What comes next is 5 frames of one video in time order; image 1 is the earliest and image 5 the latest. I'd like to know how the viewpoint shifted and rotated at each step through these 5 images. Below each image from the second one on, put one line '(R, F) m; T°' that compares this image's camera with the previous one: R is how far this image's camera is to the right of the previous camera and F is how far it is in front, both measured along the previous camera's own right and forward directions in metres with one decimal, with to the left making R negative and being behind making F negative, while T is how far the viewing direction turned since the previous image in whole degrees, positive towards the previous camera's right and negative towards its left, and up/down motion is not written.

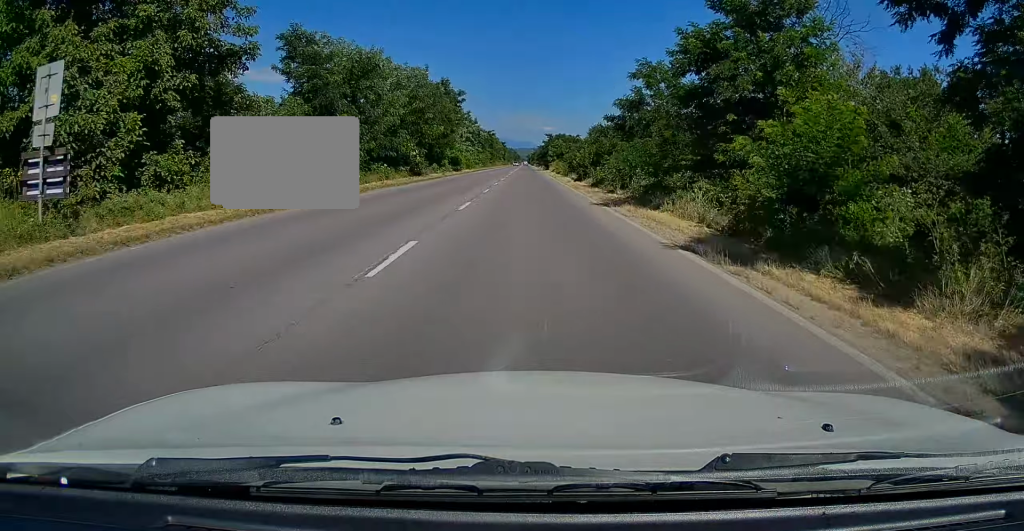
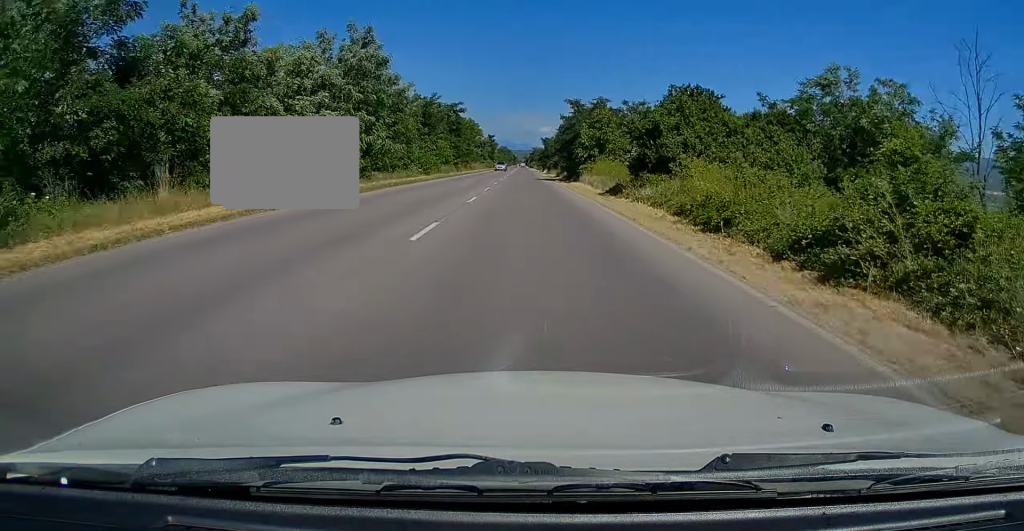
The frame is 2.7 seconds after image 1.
(0.0, +66.2) m; +1°
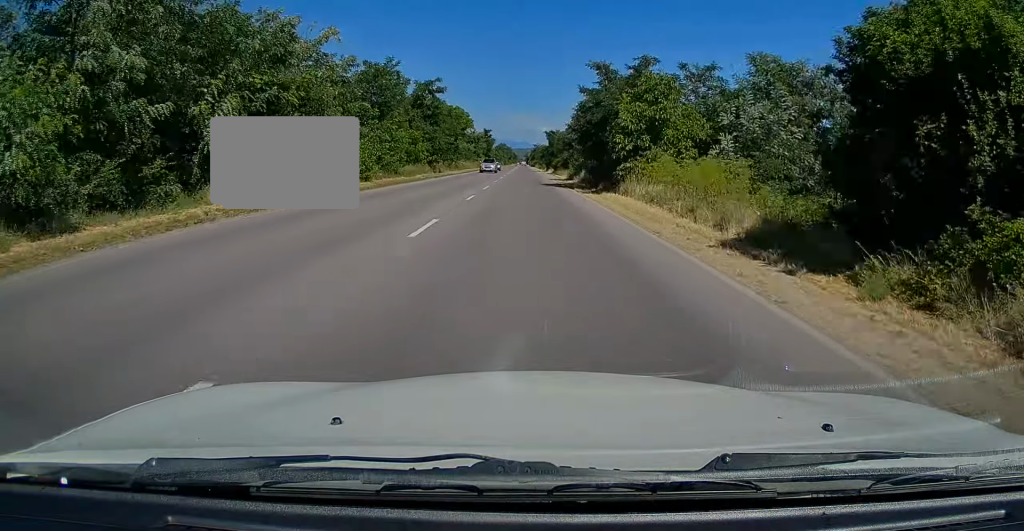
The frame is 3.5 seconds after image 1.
(+0.3, +19.4) m; 0°
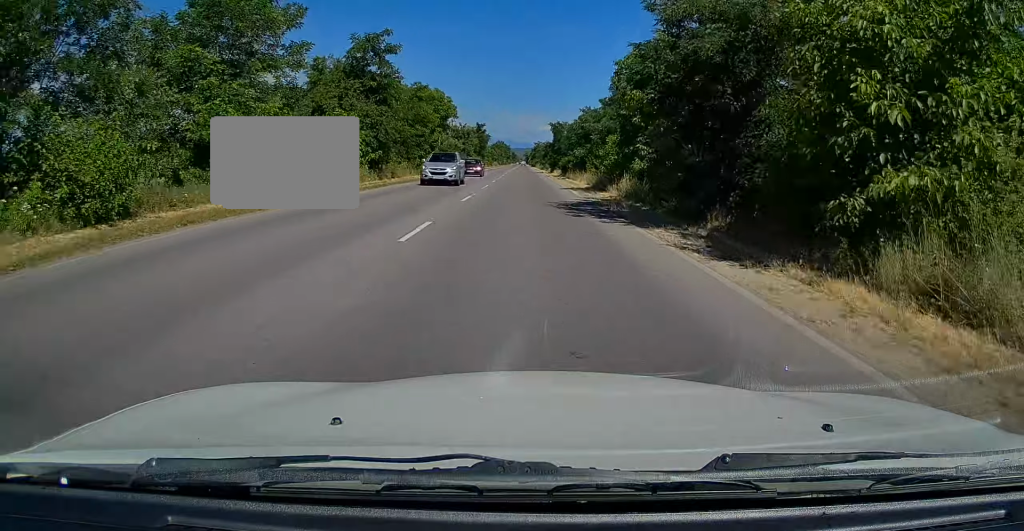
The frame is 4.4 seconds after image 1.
(0.0, +20.1) m; 0°
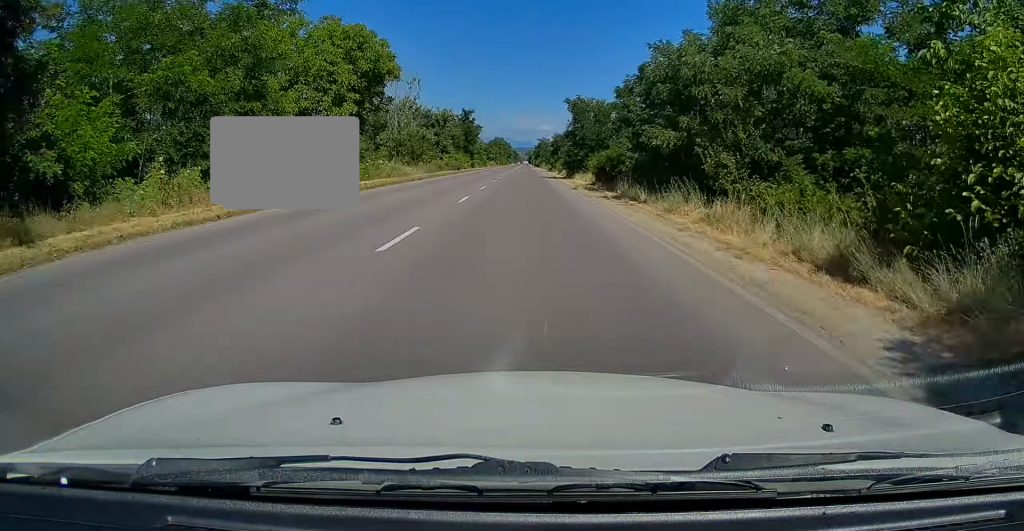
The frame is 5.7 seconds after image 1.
(-0.2, +31.2) m; -1°
